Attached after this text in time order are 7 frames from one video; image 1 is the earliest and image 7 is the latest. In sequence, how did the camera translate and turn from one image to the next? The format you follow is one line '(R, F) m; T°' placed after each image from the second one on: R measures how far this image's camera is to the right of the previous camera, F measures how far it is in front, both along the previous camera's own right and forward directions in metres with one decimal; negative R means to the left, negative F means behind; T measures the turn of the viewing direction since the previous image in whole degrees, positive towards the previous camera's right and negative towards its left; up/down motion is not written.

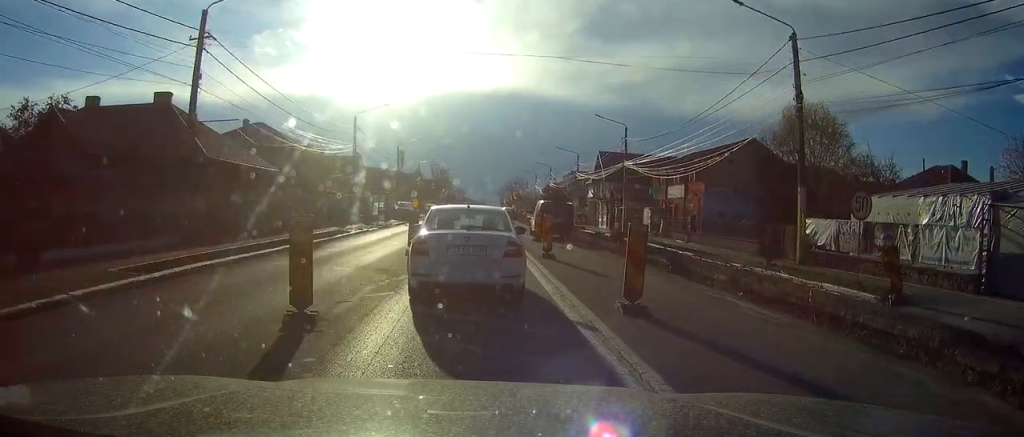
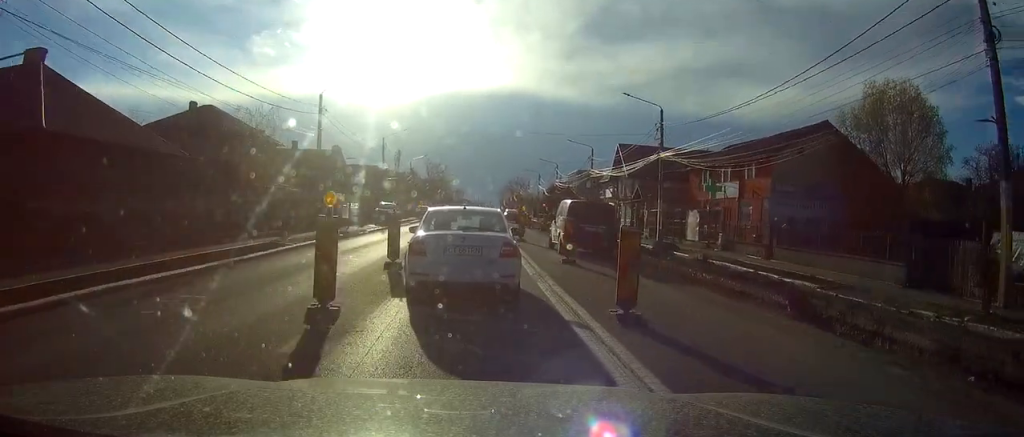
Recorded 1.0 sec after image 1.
(0.0, +11.6) m; 0°
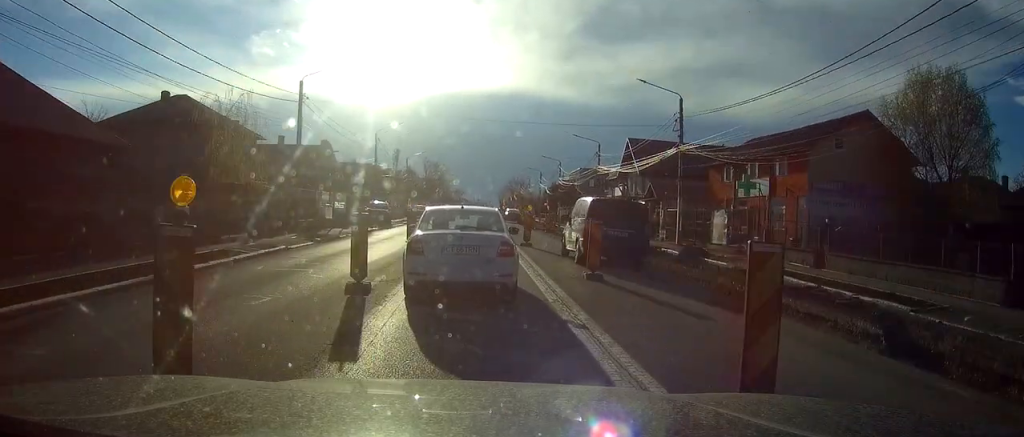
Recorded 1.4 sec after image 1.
(0.0, +4.6) m; 0°
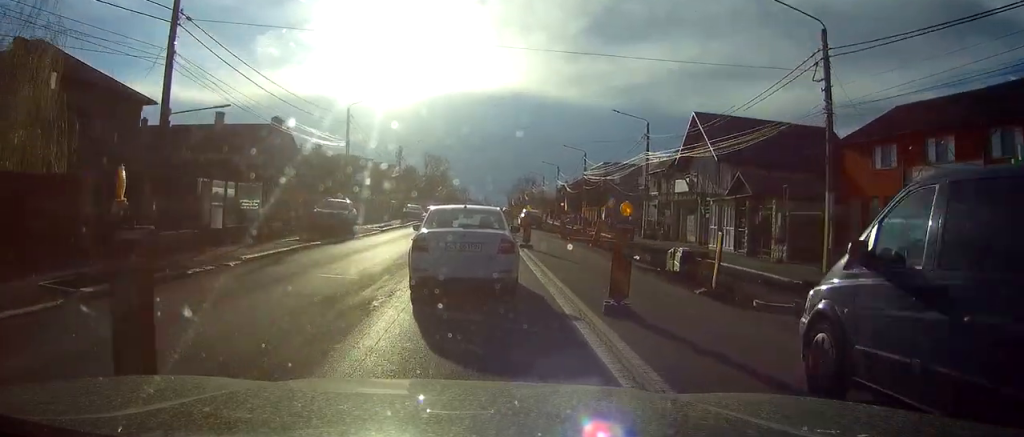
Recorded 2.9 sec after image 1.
(-0.1, +17.3) m; -1°
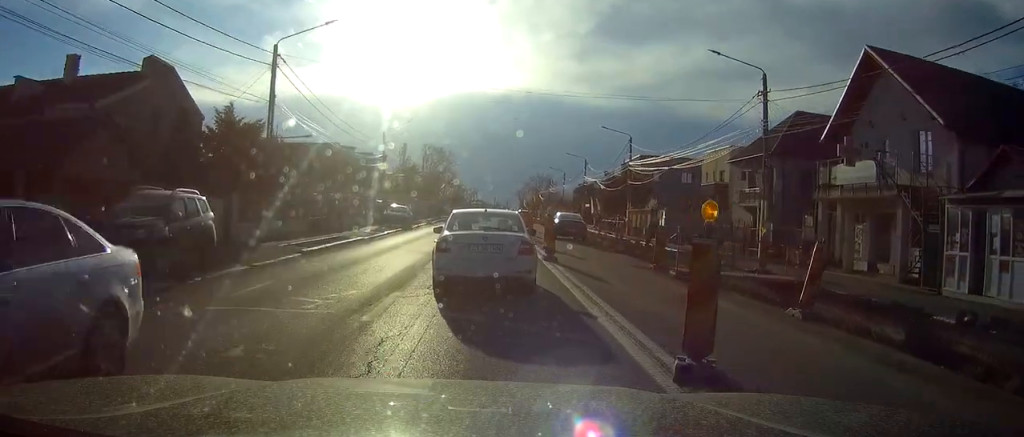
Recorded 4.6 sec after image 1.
(-0.1, +20.3) m; 0°
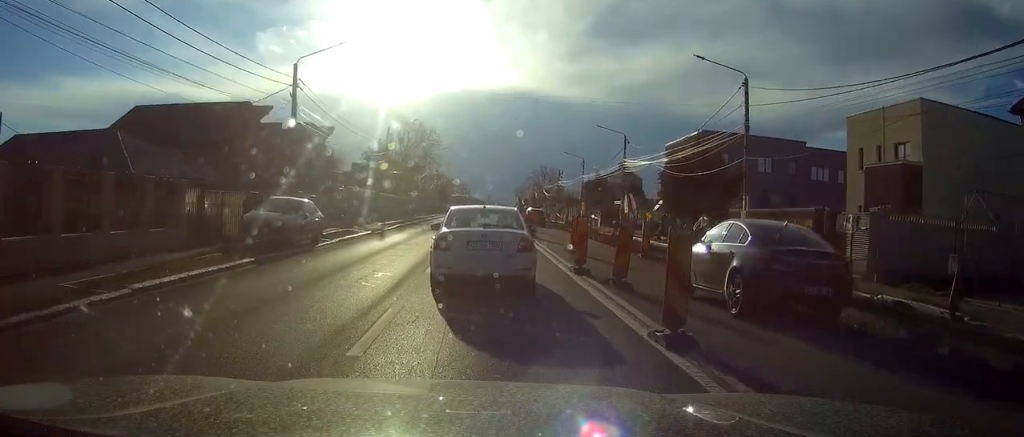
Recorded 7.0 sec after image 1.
(-0.1, +29.0) m; +1°
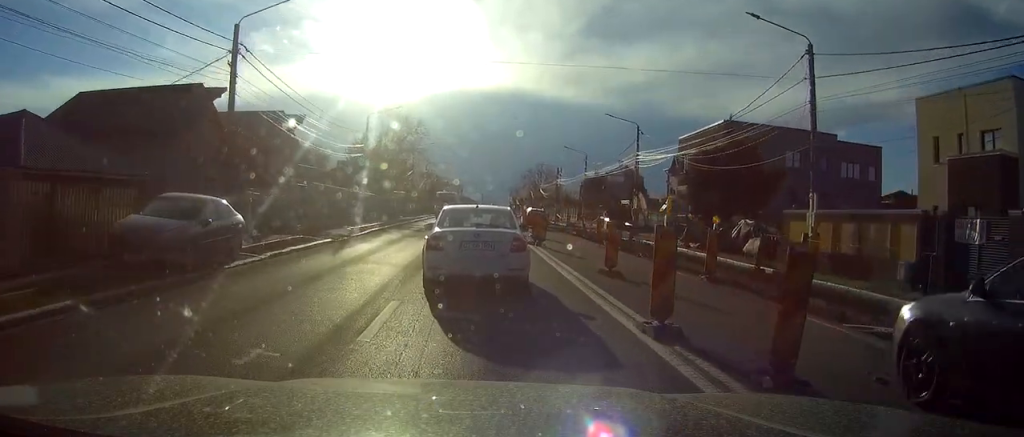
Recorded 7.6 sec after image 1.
(0.0, +7.9) m; 0°
